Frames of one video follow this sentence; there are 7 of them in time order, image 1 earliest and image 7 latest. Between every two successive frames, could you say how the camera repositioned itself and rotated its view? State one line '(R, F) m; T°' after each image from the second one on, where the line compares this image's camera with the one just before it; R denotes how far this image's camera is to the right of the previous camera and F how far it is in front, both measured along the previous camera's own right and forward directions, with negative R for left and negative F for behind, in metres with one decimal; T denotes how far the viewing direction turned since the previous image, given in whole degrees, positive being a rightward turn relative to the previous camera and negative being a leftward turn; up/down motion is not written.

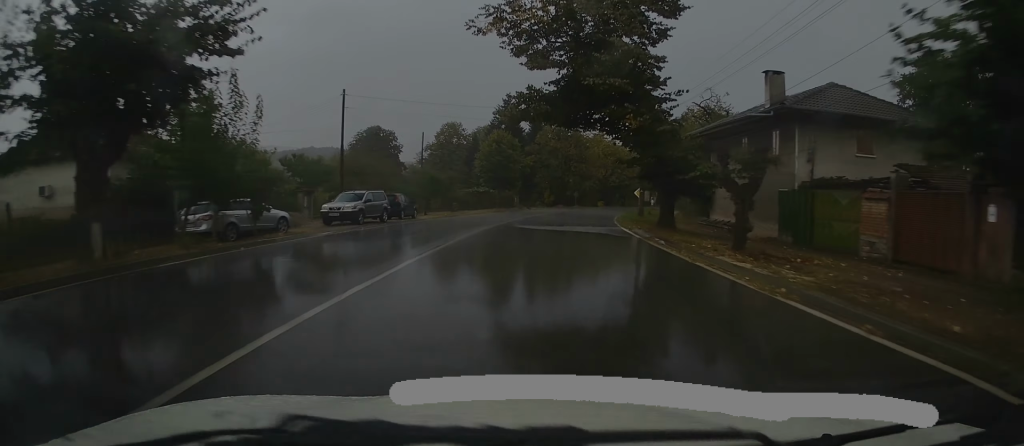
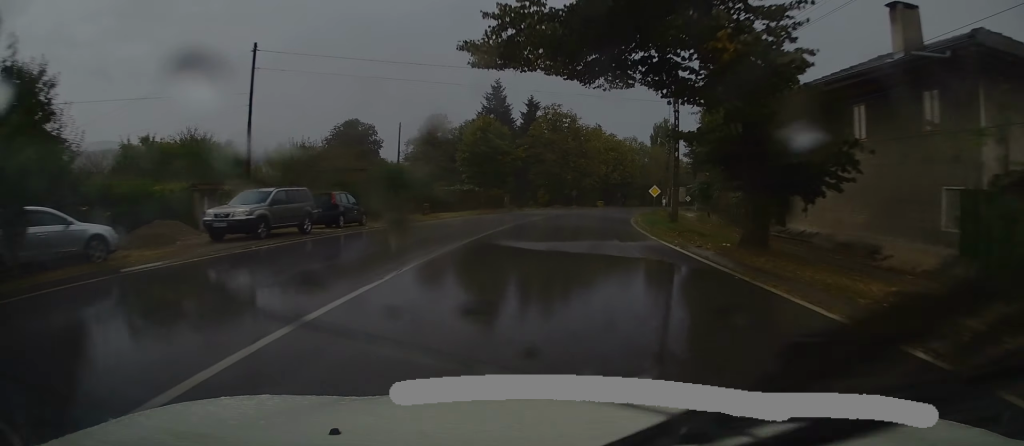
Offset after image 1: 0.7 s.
(0.0, +10.2) m; +1°
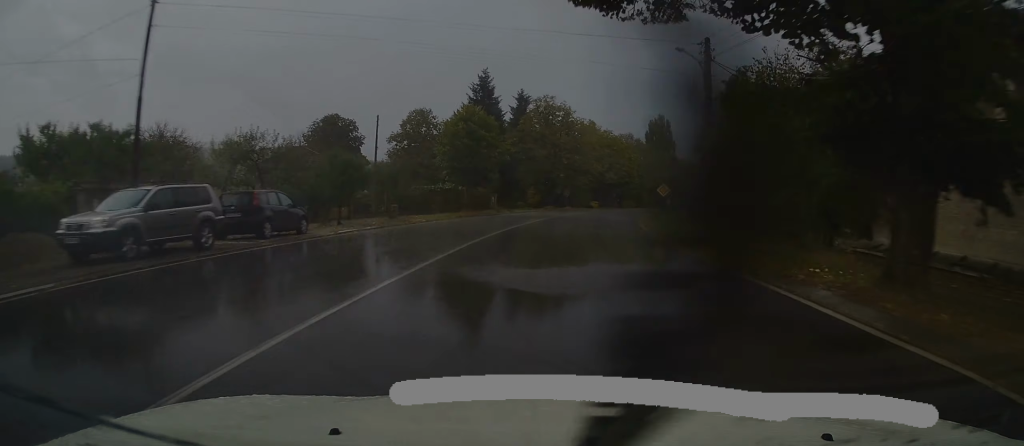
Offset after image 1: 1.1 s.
(-0.1, +6.3) m; +1°
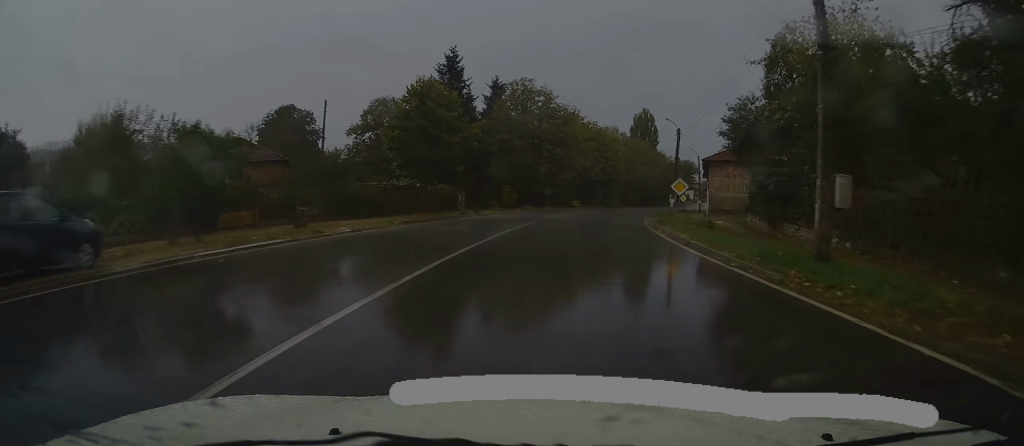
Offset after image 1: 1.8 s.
(+0.4, +10.1) m; +2°
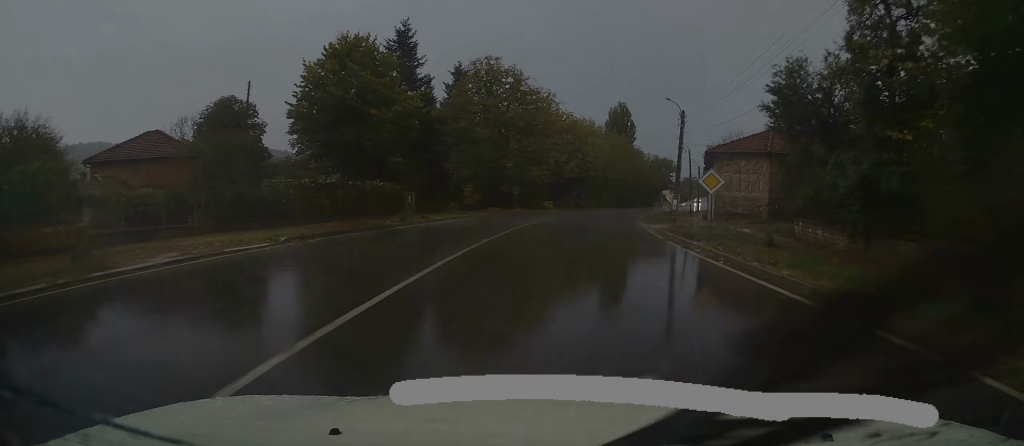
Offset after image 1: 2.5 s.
(+0.2, +10.0) m; +3°
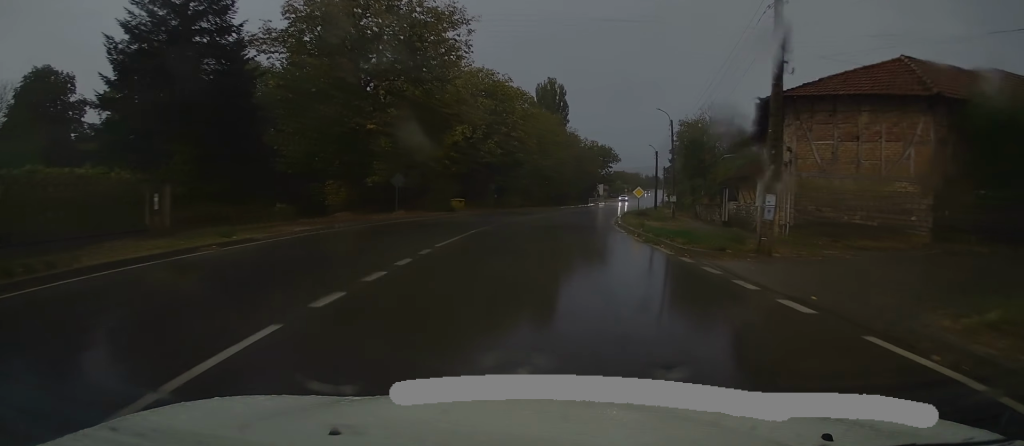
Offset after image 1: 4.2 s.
(+1.4, +23.7) m; +6°
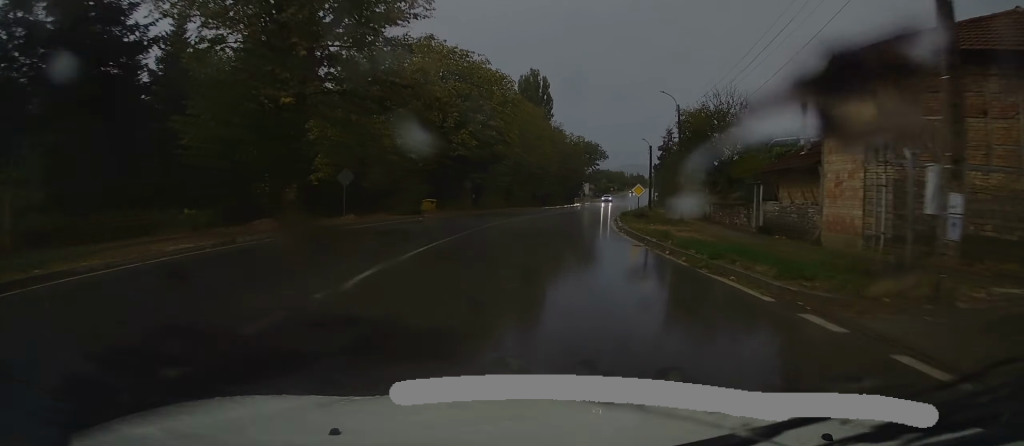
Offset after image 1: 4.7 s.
(0.0, +7.2) m; +1°
